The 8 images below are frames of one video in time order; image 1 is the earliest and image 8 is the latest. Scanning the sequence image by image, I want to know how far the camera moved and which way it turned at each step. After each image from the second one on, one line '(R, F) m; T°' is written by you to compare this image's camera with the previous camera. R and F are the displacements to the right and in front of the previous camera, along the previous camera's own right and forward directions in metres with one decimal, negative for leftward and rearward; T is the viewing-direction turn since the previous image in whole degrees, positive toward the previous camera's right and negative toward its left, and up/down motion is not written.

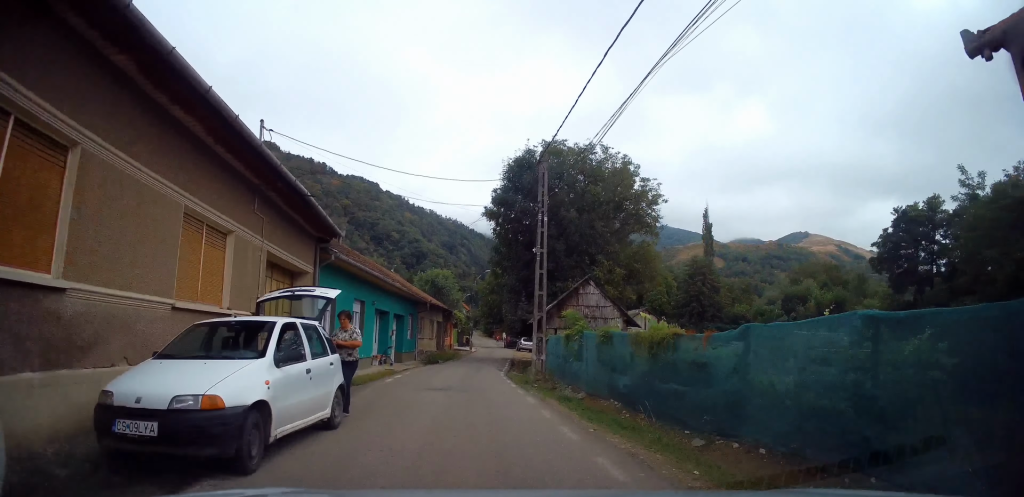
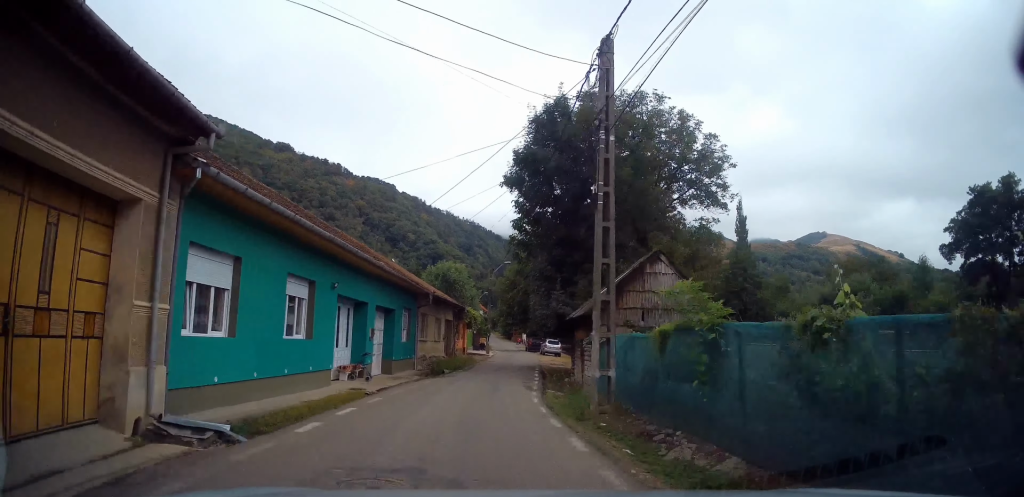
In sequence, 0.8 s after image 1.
(-0.1, +8.6) m; -1°
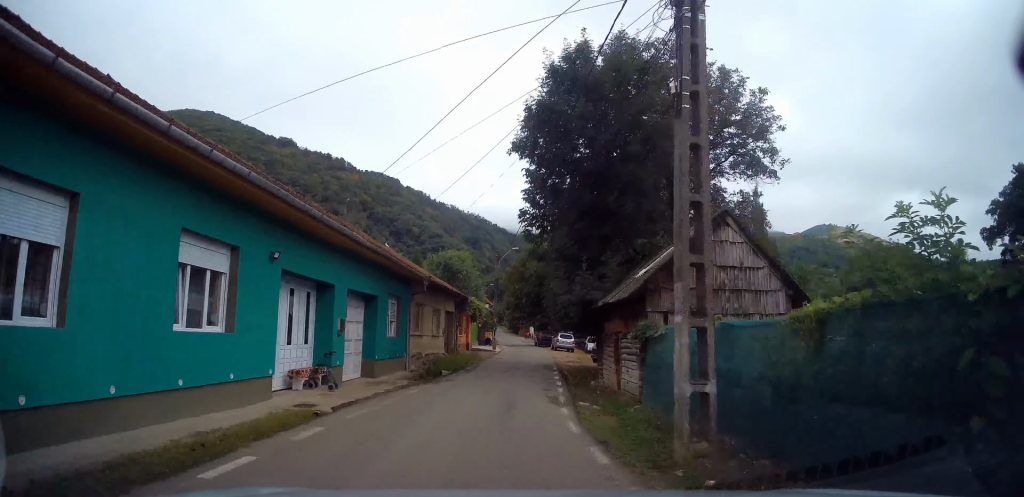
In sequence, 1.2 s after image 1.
(-0.2, +4.8) m; 0°
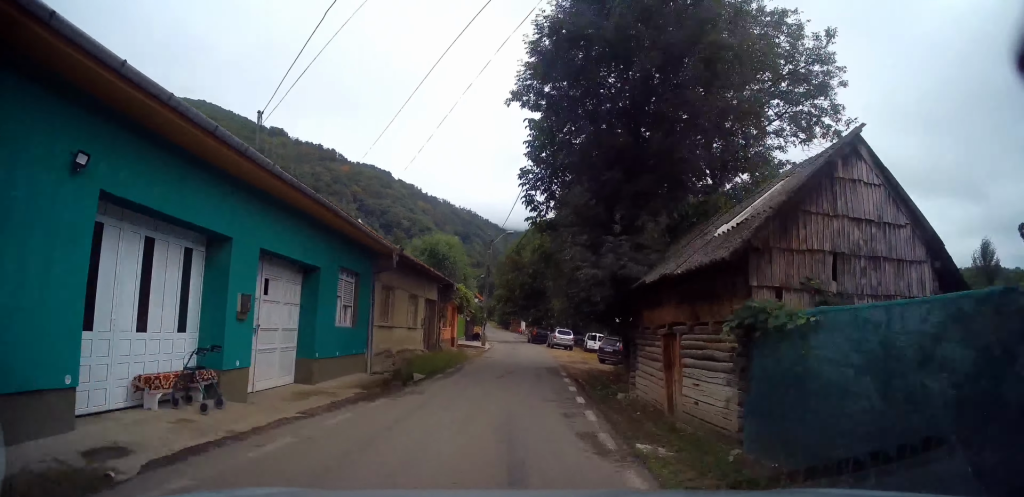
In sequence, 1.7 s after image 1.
(0.0, +5.5) m; 0°
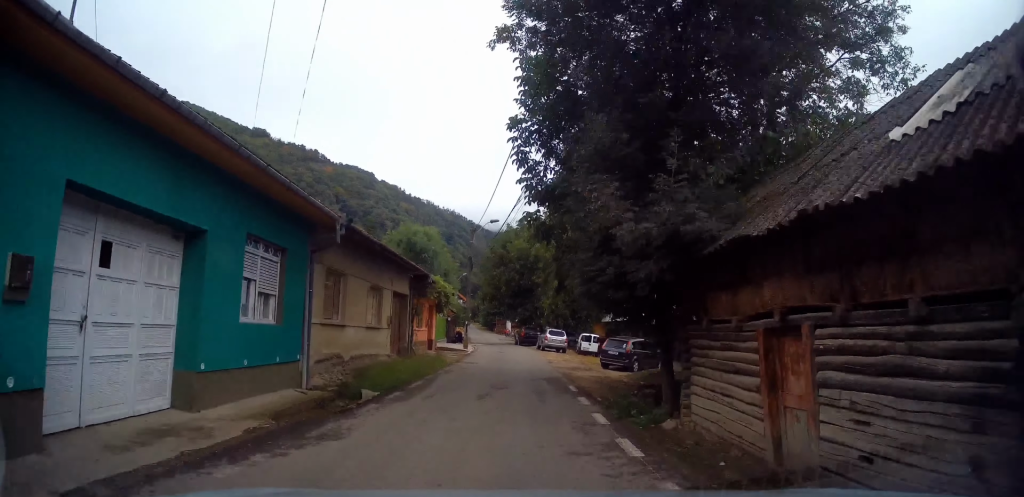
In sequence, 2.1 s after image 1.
(+0.1, +4.7) m; +1°
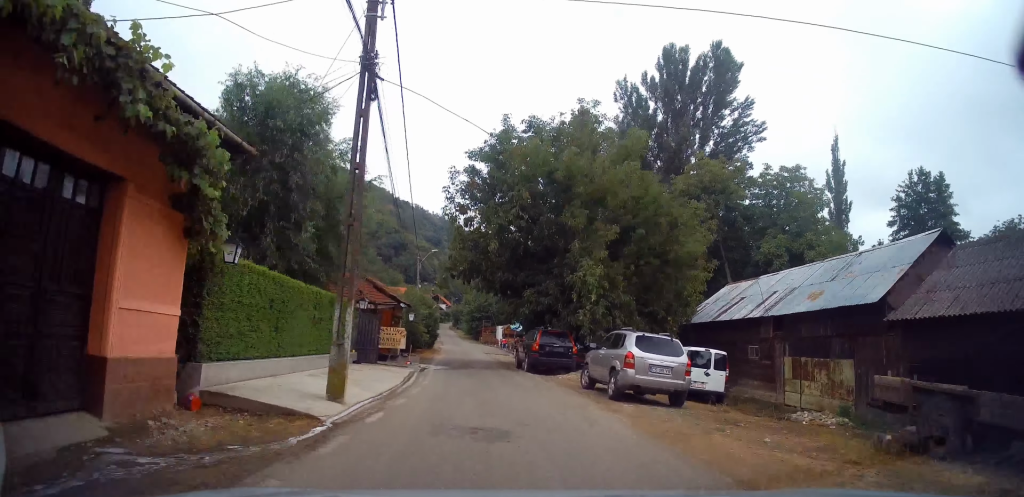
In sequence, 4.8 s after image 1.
(+0.7, +26.4) m; +2°
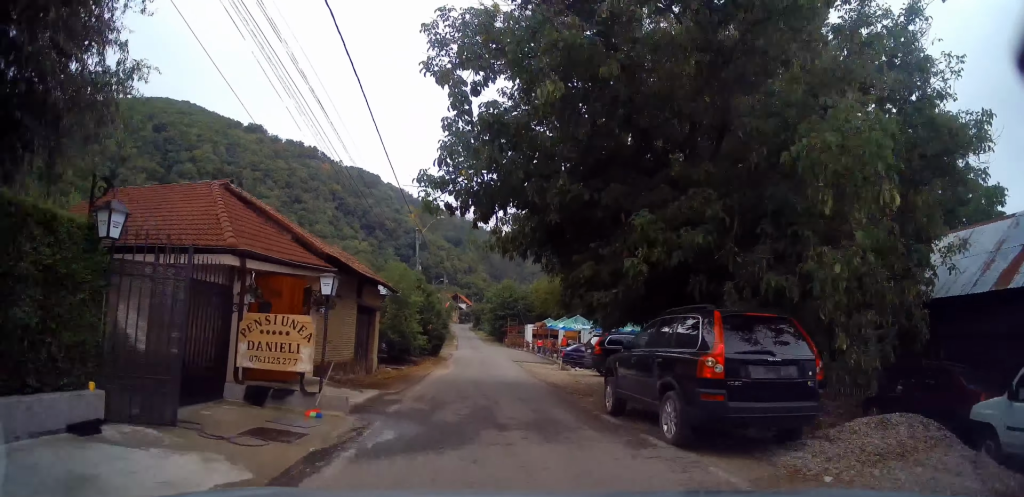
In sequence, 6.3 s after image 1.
(-0.2, +14.5) m; -1°
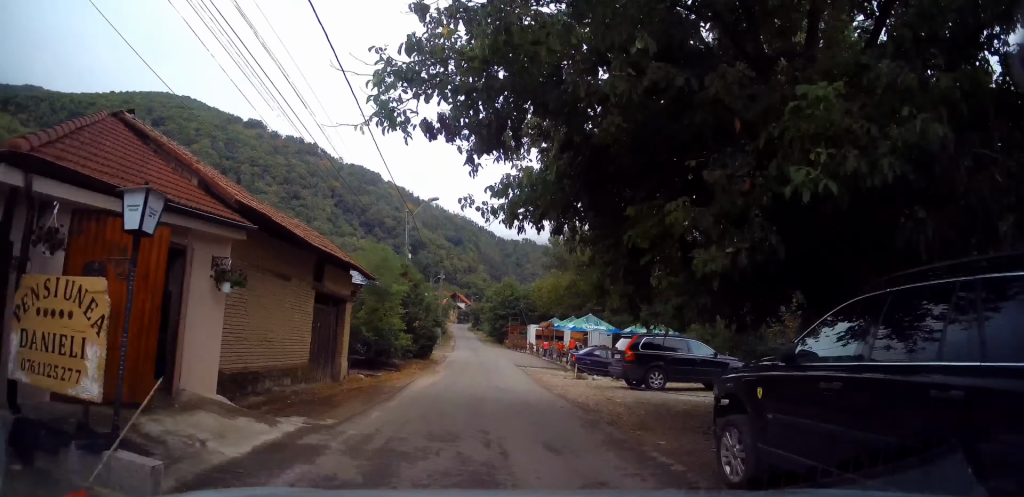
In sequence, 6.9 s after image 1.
(+0.1, +4.9) m; 0°
